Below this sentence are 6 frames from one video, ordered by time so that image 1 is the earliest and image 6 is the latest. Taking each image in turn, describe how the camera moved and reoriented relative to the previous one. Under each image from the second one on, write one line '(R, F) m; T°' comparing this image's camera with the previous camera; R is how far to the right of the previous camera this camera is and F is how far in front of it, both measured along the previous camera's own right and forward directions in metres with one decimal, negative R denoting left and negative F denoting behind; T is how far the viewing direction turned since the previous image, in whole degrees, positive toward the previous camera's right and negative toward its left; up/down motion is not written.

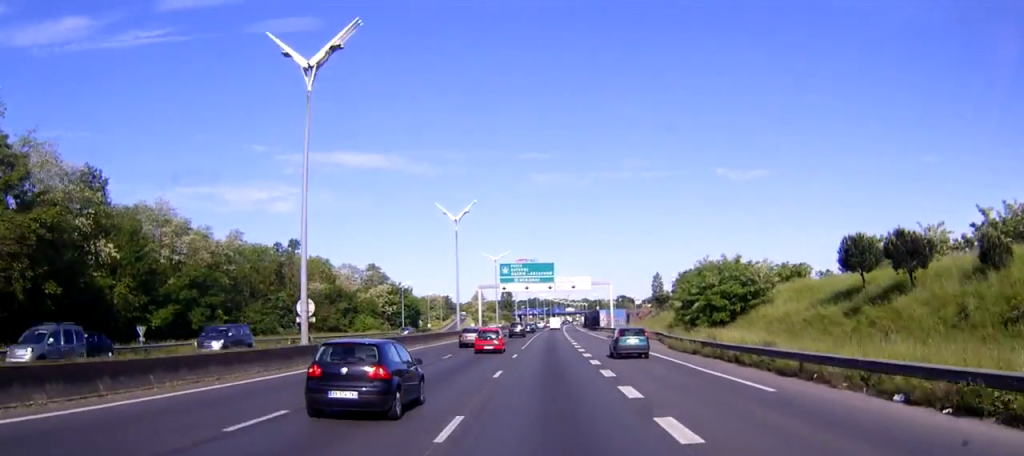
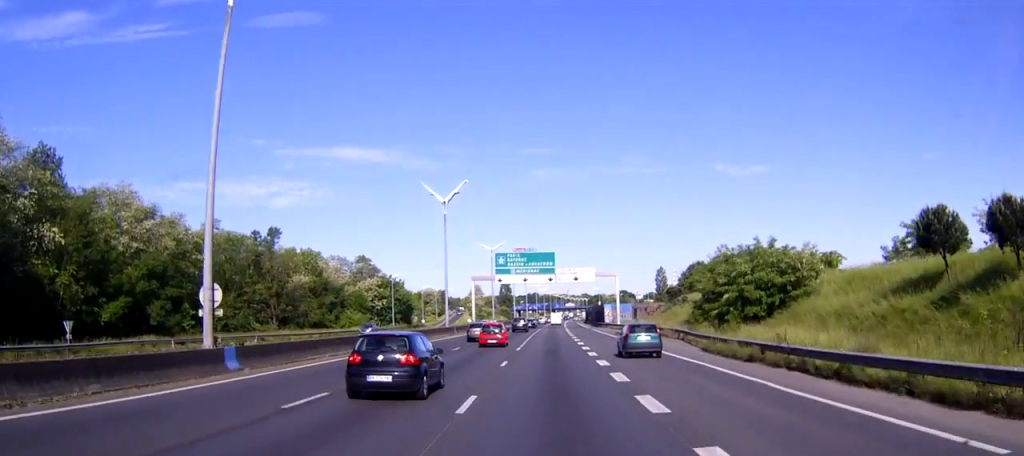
(0.0, +10.1) m; 0°
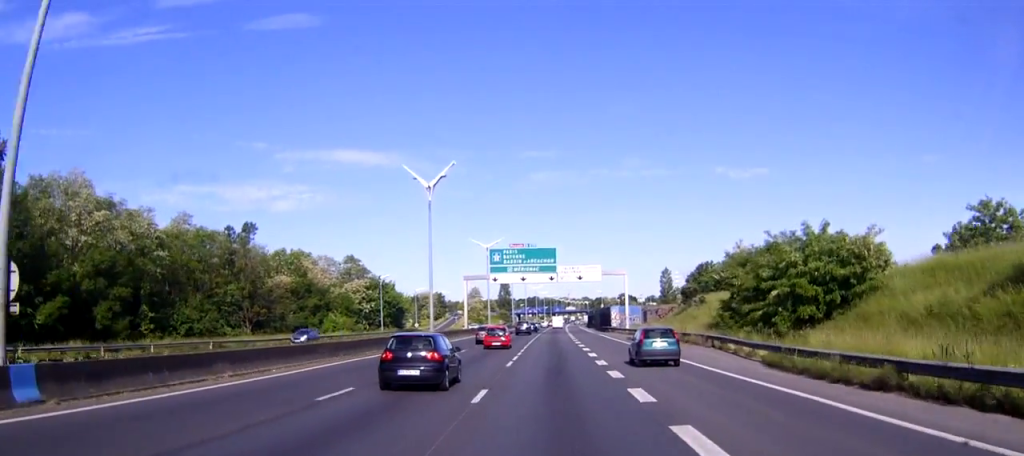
(0.0, +10.8) m; 0°
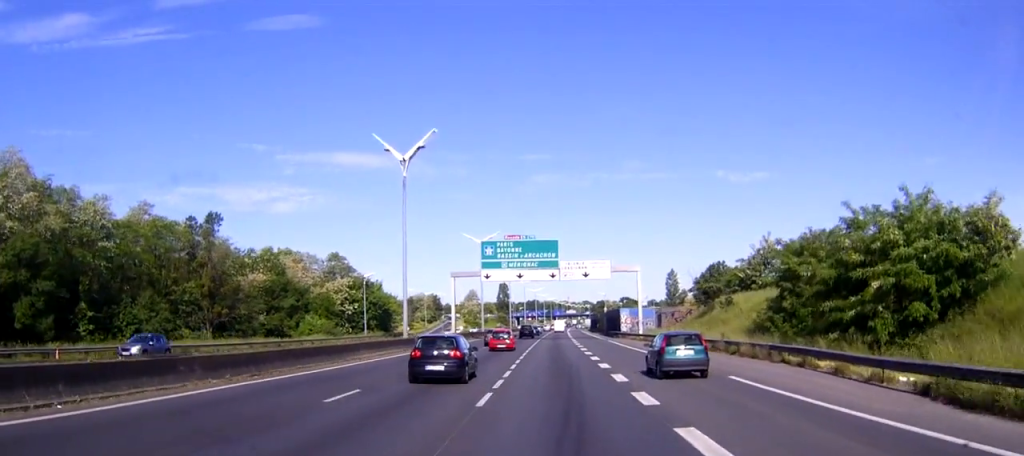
(0.0, +12.8) m; 0°
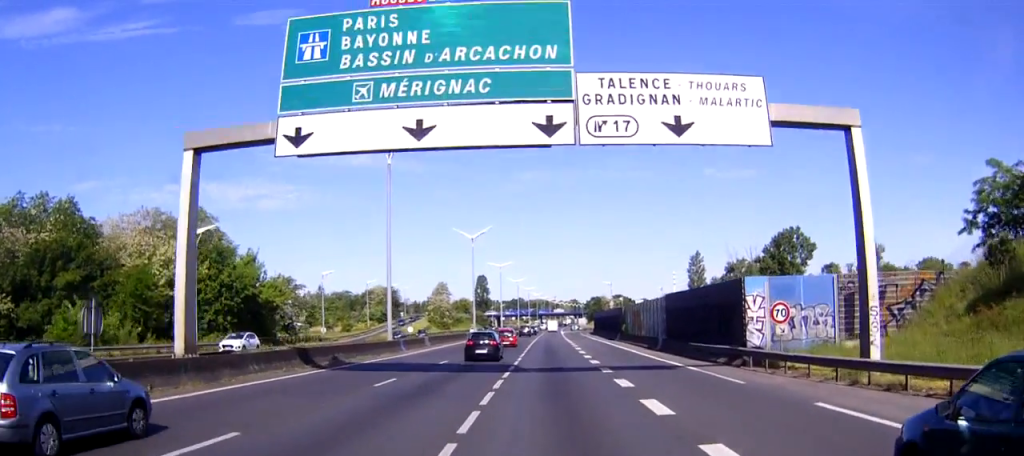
(0.0, +59.8) m; 0°
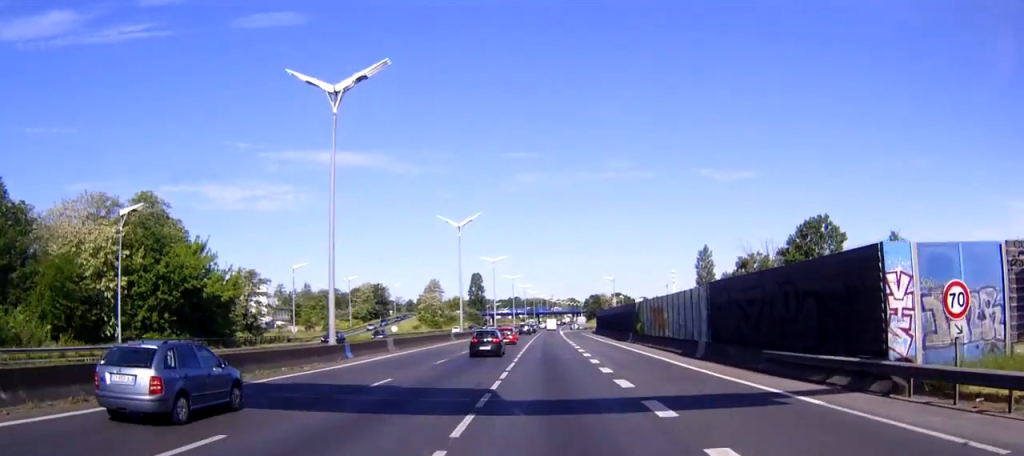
(+0.1, +13.4) m; 0°
